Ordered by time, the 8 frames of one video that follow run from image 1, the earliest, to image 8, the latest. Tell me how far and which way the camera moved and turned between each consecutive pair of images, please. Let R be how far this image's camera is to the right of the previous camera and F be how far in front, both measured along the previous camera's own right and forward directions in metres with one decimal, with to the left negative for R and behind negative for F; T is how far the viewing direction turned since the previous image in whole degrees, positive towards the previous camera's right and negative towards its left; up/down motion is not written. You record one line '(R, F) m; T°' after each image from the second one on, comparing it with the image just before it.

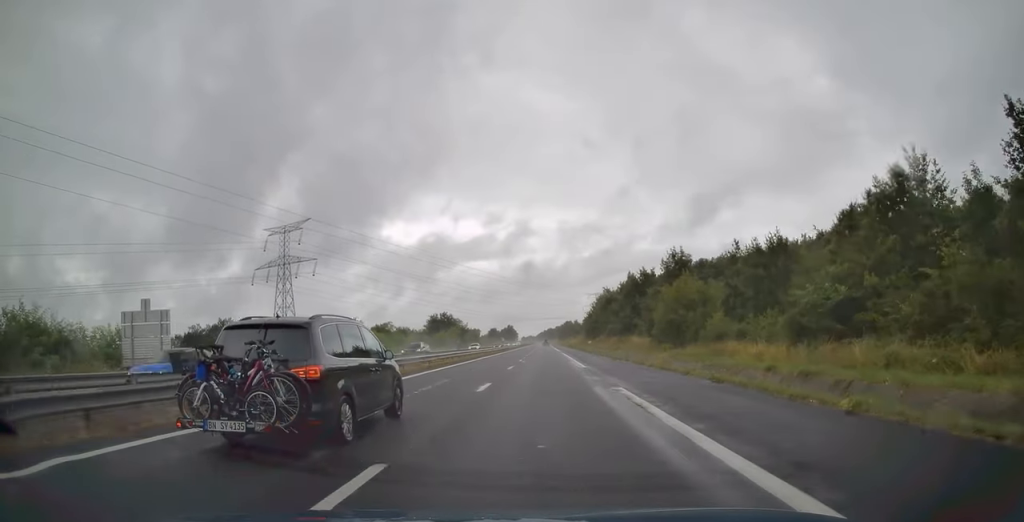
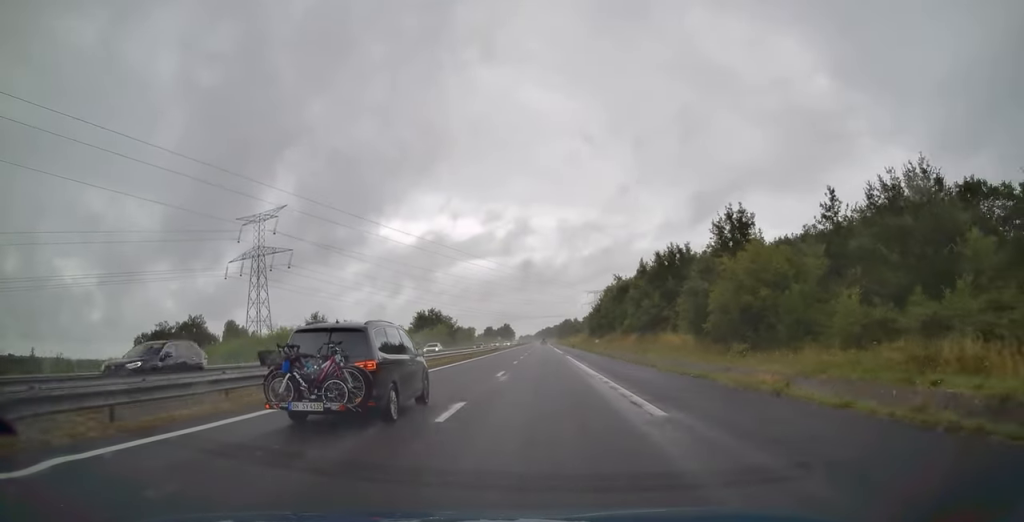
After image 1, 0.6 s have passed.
(-0.1, +19.3) m; 0°
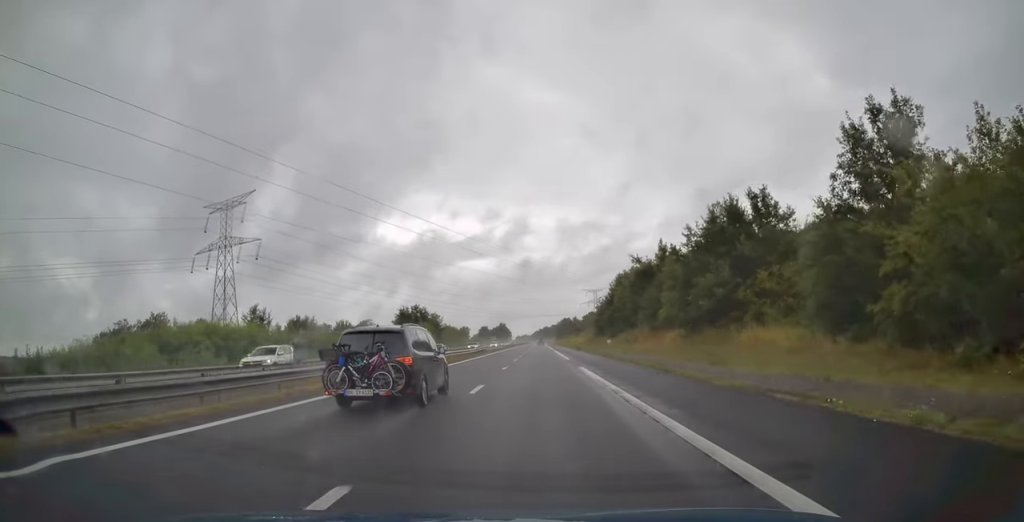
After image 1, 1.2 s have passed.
(0.0, +20.9) m; 0°
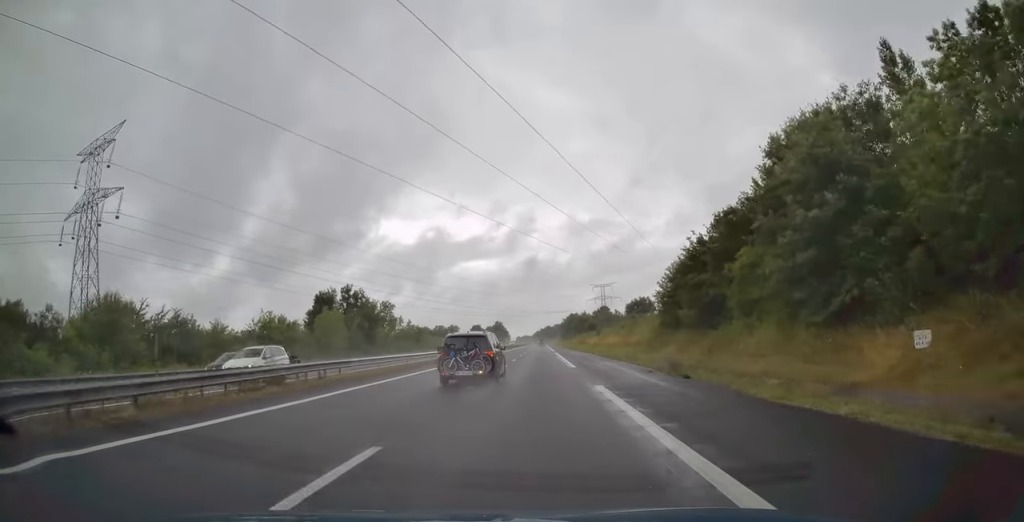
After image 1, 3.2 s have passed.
(+0.1, +63.3) m; 0°
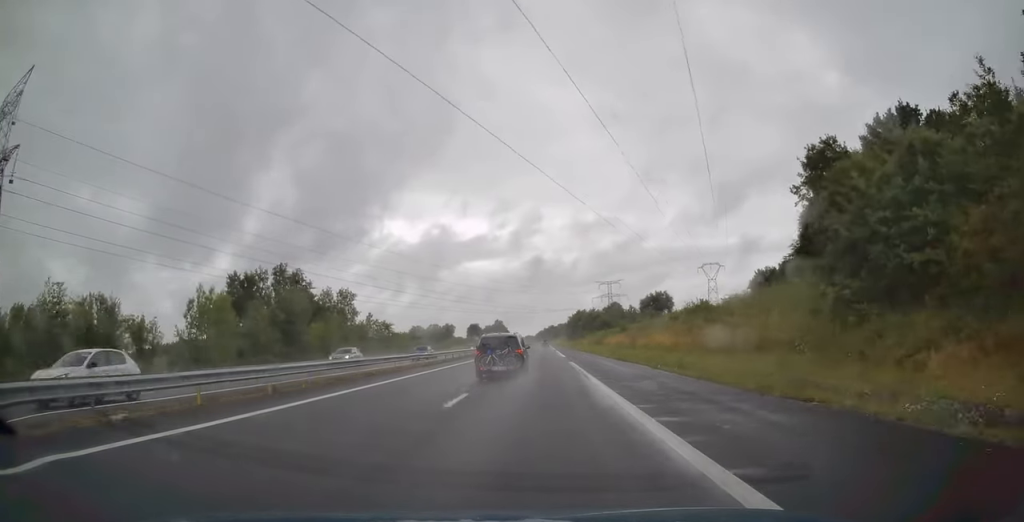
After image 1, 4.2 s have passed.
(-0.1, +31.2) m; 0°
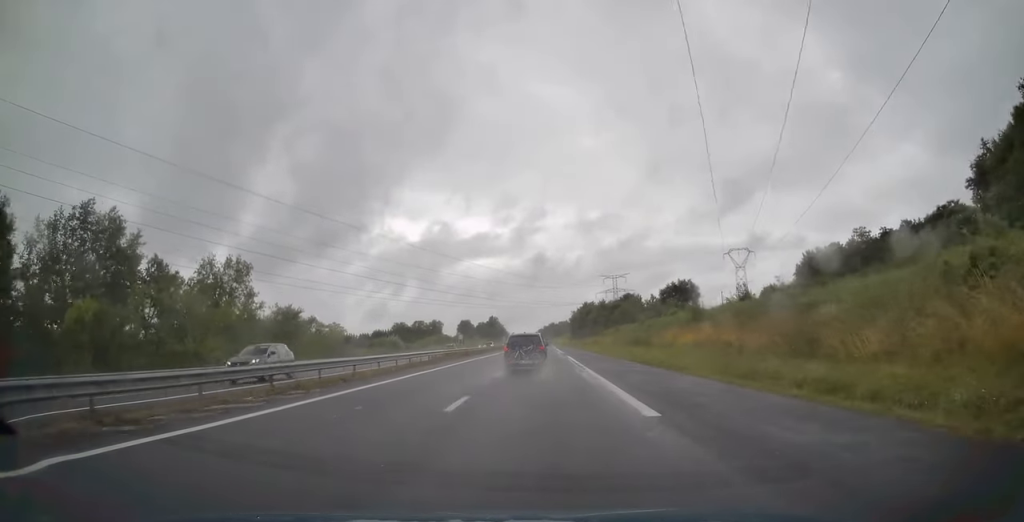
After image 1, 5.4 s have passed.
(-0.1, +40.2) m; 0°
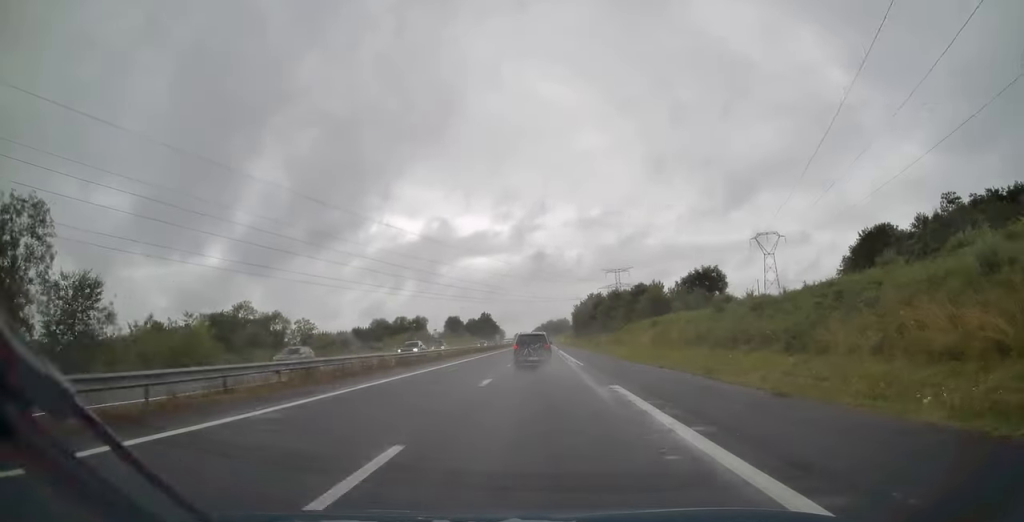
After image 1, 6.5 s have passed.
(0.0, +33.3) m; 0°
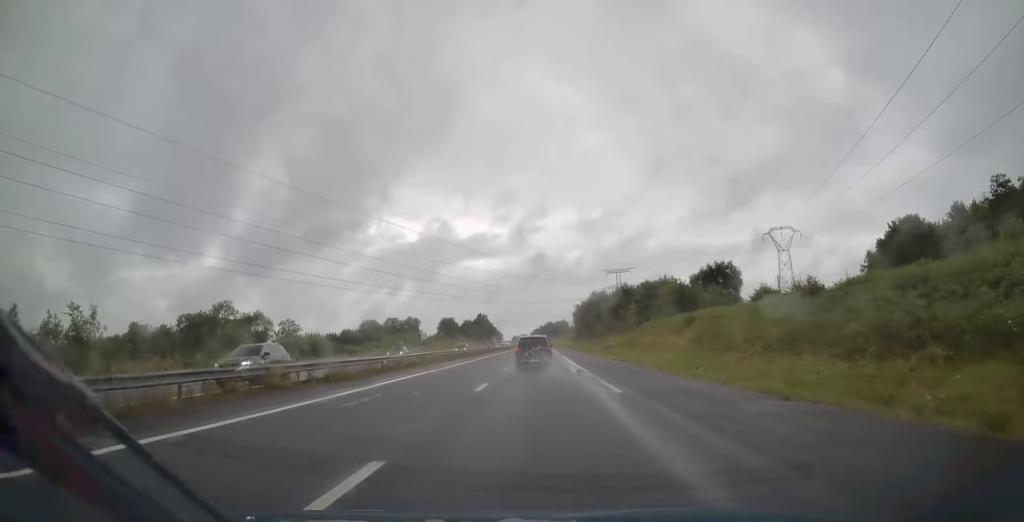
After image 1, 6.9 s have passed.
(+0.1, +14.0) m; 0°
